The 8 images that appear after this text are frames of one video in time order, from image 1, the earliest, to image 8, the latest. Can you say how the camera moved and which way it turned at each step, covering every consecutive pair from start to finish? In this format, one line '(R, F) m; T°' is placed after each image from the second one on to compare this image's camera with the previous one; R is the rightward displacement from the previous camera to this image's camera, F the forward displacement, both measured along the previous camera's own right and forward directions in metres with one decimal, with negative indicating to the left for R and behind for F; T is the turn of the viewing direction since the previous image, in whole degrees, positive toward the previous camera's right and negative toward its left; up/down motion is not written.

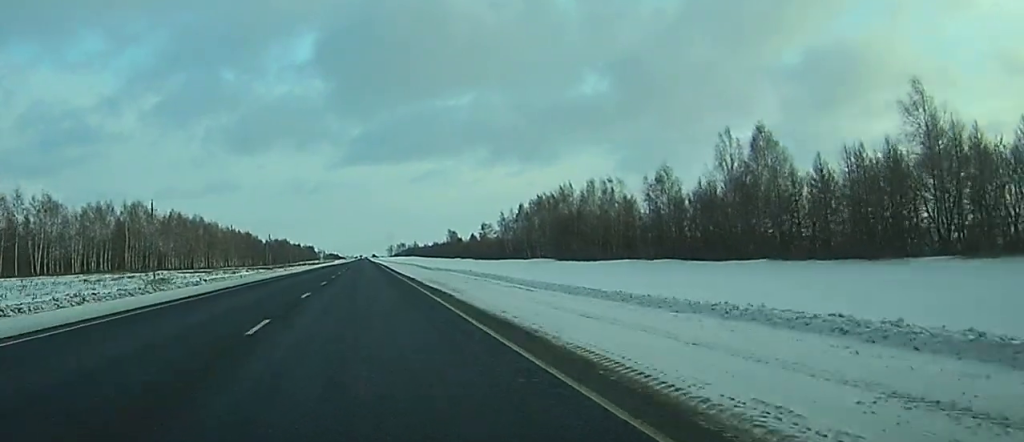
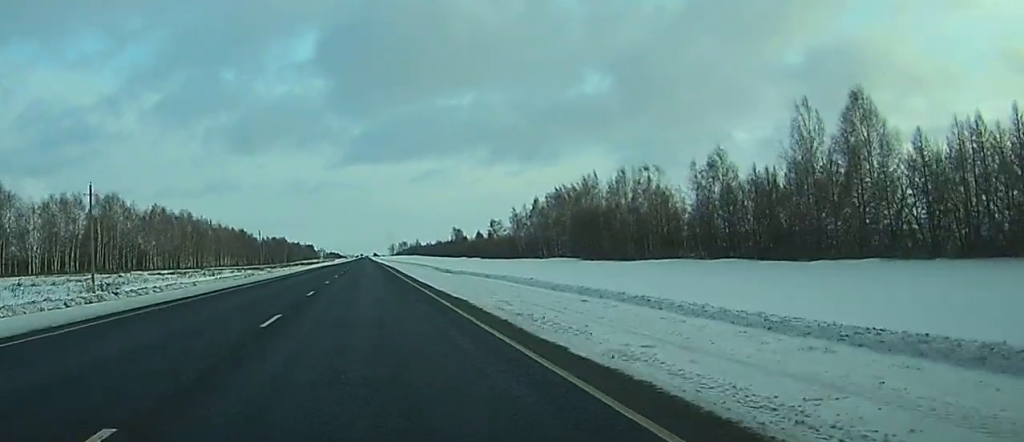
(0.0, +22.3) m; 0°
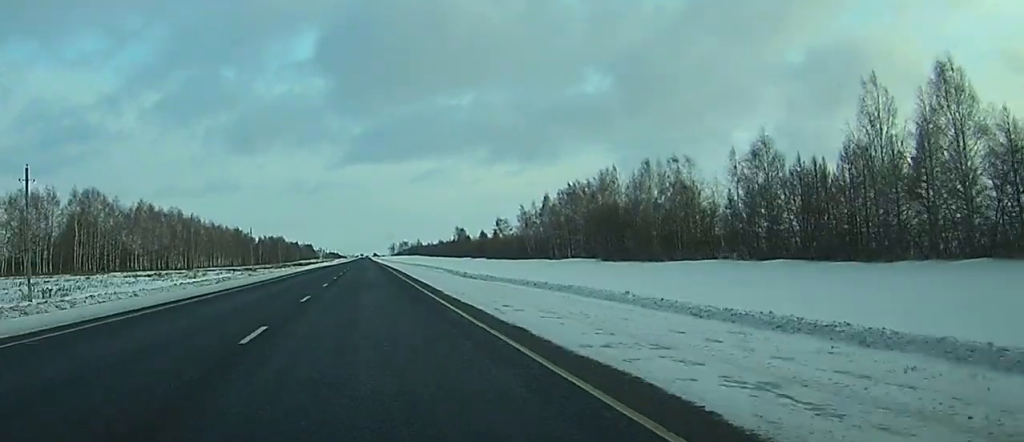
(0.0, +14.6) m; 0°
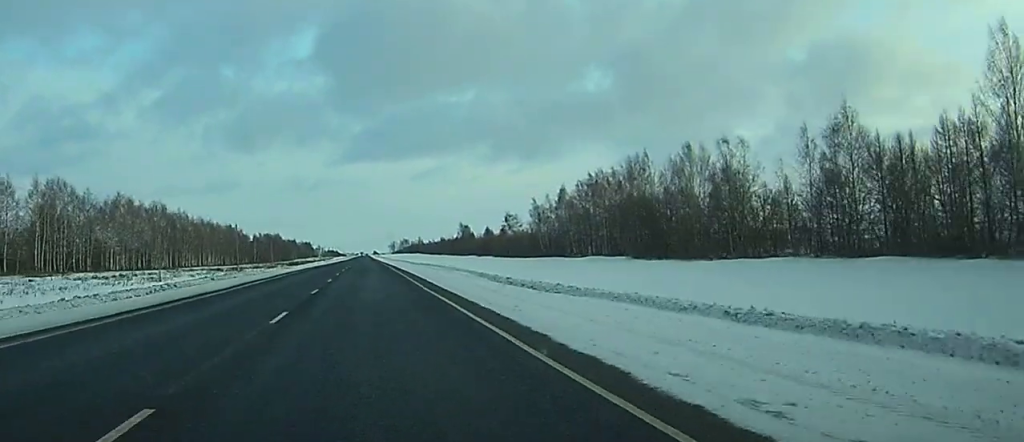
(0.0, +20.2) m; 0°
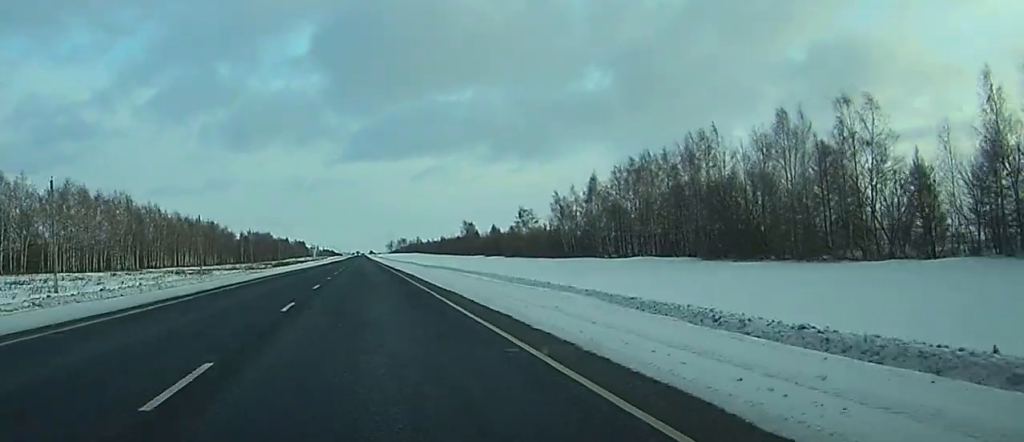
(+0.1, +32.8) m; 0°
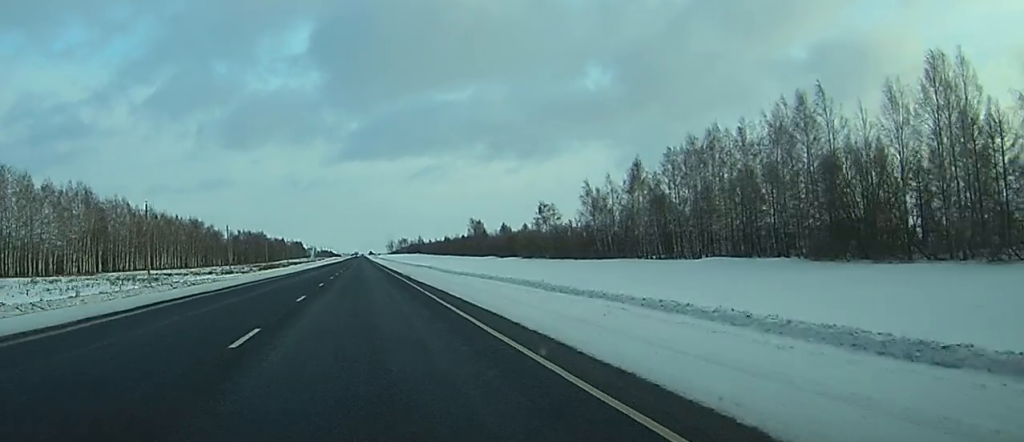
(+0.1, +30.8) m; 0°
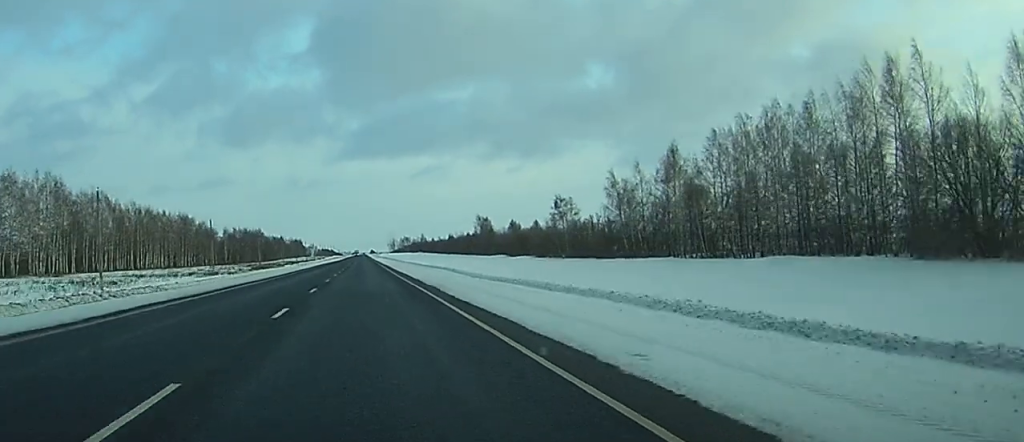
(0.0, +18.4) m; 0°
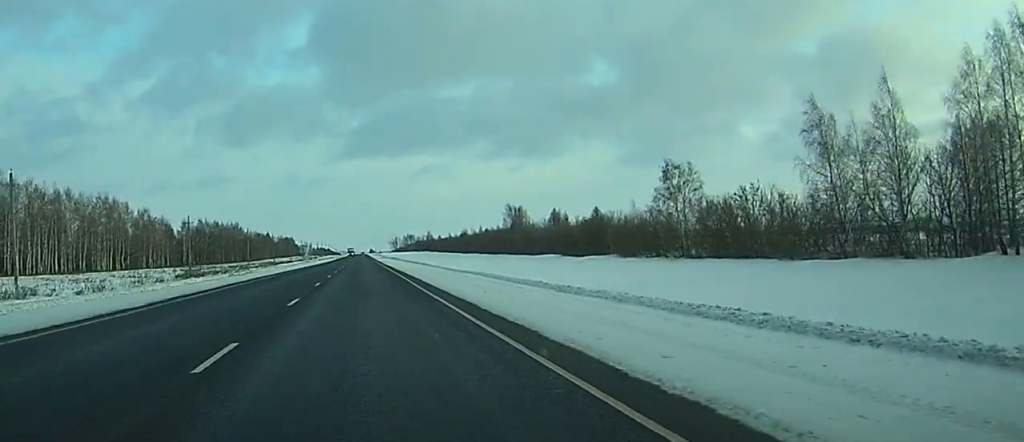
(-0.3, +79.6) m; 0°
